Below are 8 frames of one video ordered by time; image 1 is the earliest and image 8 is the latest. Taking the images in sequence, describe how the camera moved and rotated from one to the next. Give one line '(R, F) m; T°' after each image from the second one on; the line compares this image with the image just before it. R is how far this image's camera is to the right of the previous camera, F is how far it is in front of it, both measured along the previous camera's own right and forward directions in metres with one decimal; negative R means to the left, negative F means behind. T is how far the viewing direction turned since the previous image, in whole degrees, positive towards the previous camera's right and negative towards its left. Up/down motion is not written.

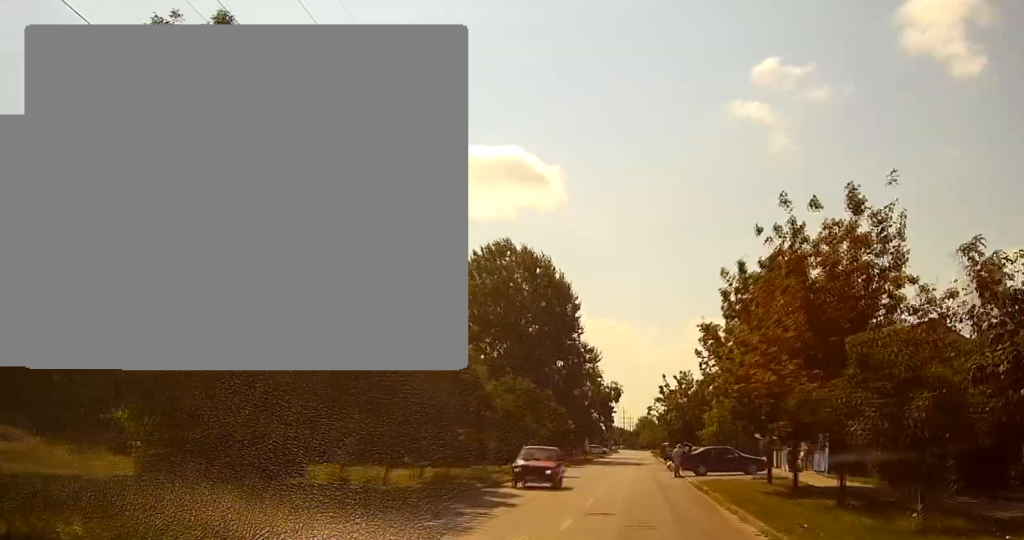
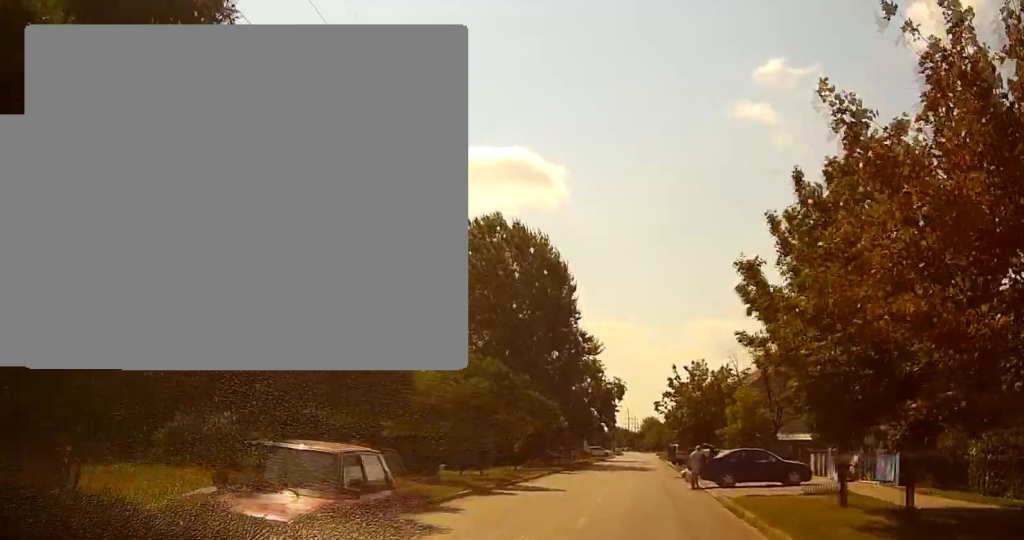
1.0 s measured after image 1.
(0.0, +10.7) m; 0°
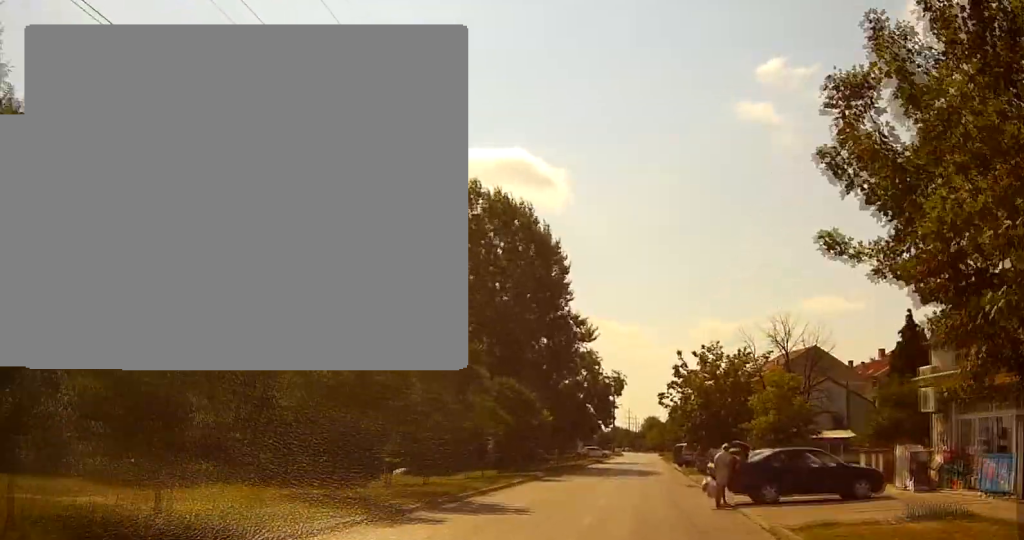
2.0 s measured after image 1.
(0.0, +10.2) m; 0°
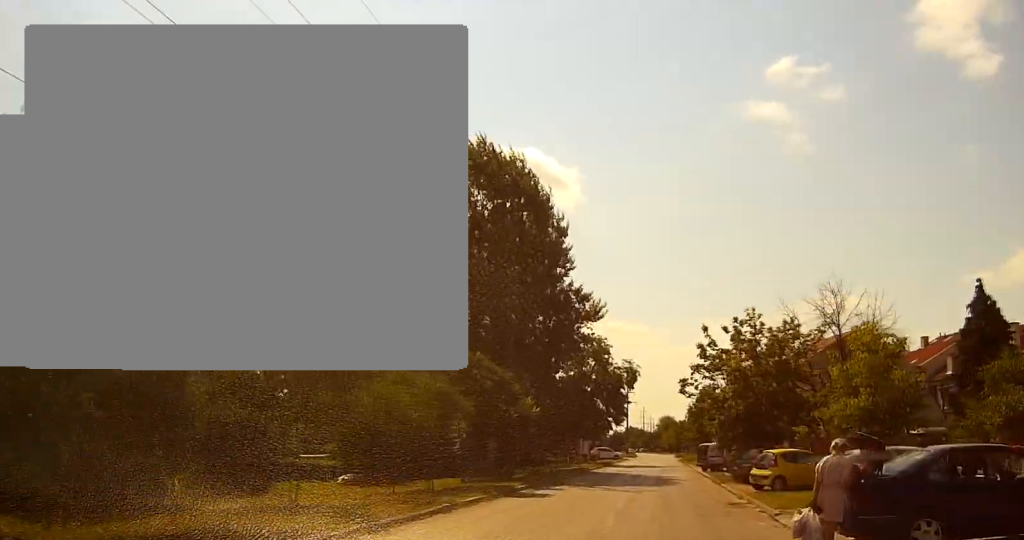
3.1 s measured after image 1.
(0.0, +11.9) m; 0°
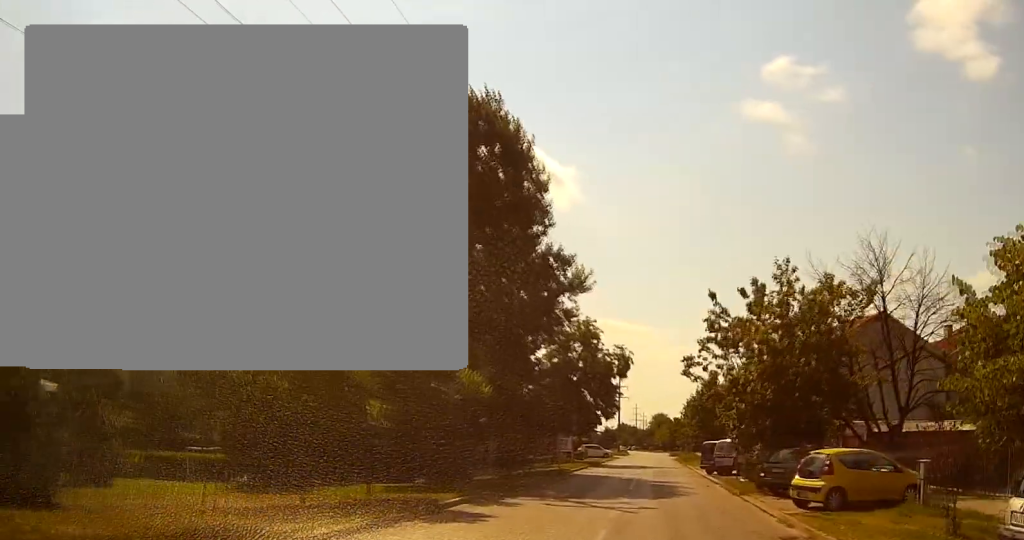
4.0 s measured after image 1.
(0.0, +9.7) m; 0°
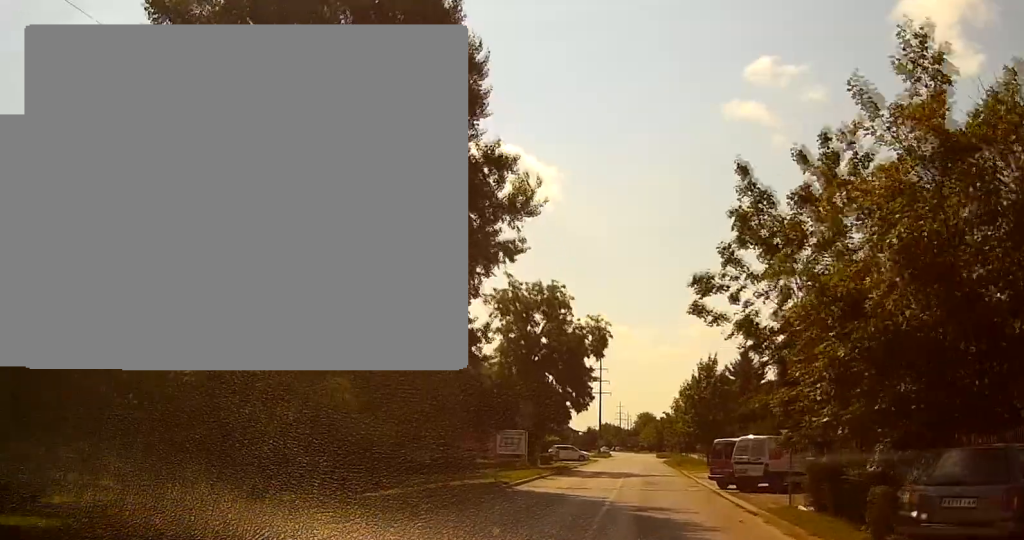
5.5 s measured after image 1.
(+0.1, +16.2) m; +2°
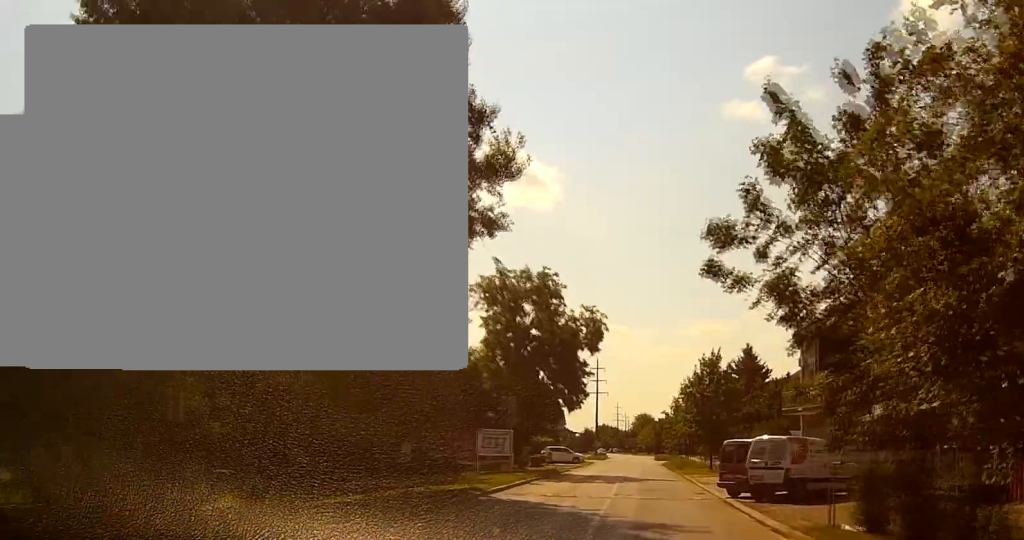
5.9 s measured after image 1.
(0.0, +4.3) m; 0°
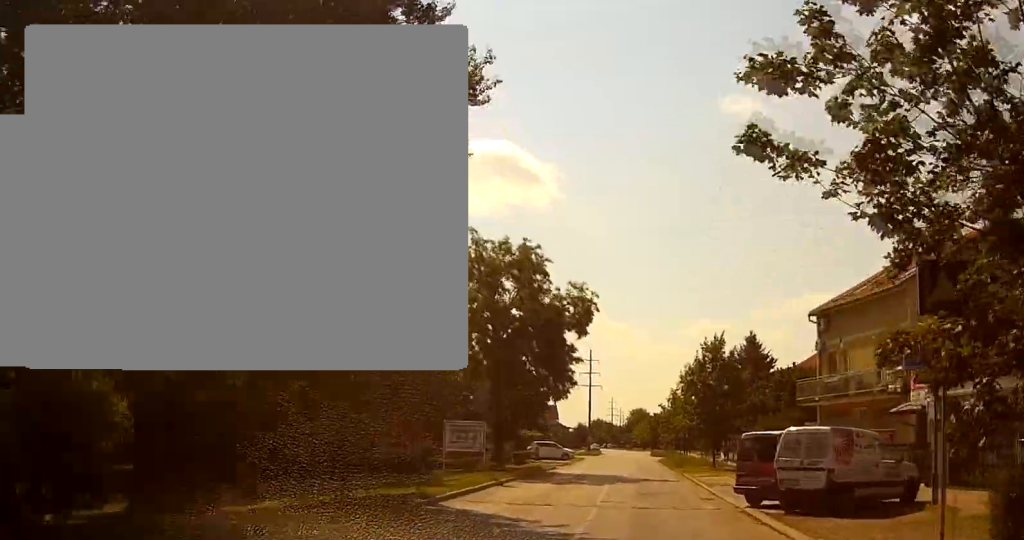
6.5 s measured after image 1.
(0.0, +6.0) m; 0°
